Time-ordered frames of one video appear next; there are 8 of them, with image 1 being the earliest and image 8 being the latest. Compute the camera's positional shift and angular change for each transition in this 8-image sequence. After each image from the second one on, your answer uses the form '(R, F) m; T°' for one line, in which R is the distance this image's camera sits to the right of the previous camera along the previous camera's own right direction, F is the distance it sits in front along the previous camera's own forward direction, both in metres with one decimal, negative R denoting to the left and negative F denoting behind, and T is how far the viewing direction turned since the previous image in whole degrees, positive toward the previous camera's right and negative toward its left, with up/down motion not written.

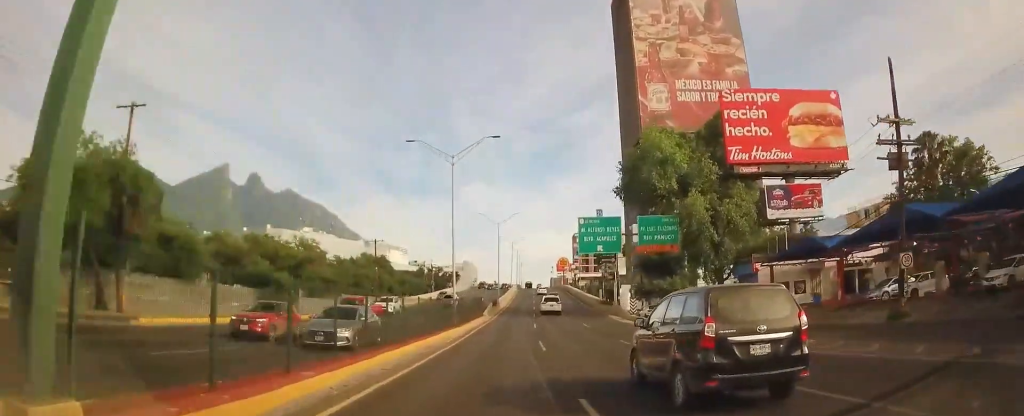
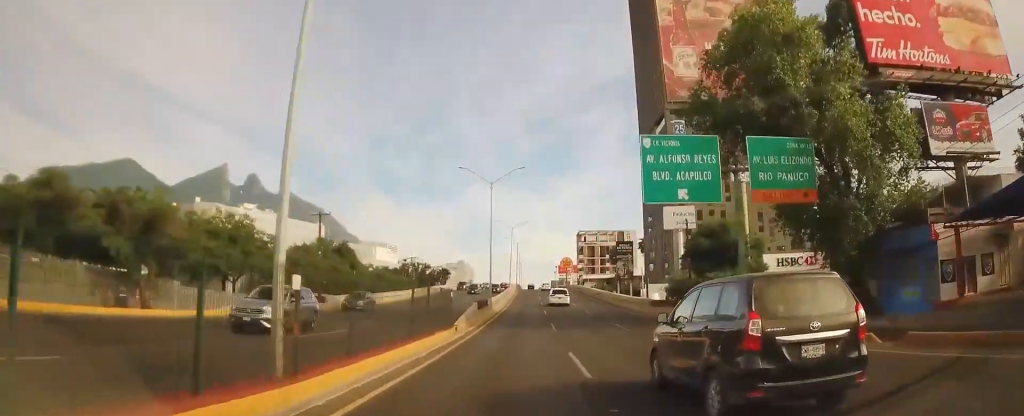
(+0.5, +23.8) m; +3°
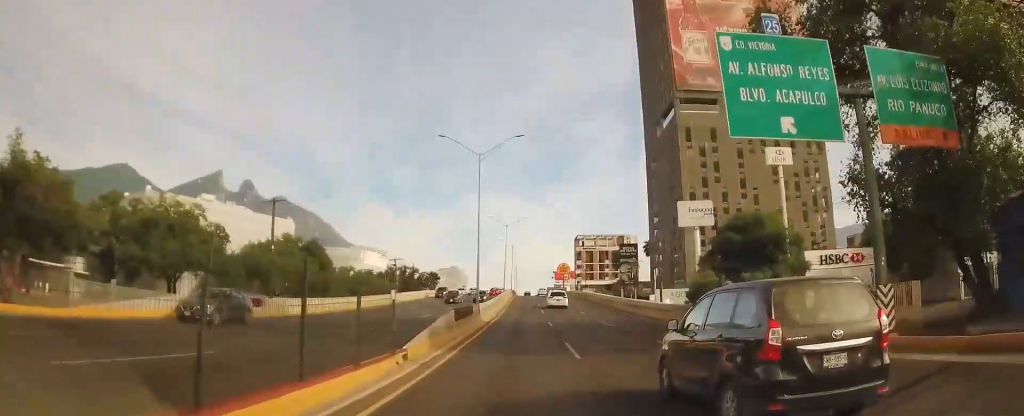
(+0.2, +10.7) m; +1°
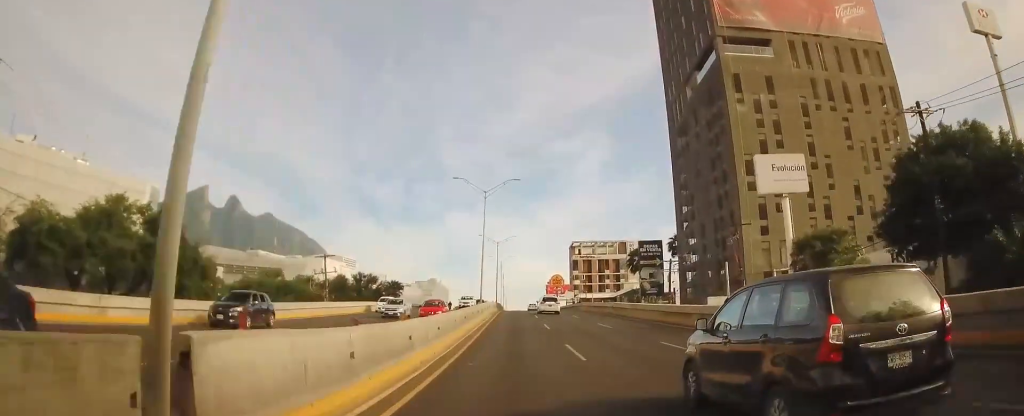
(+0.6, +30.9) m; +1°
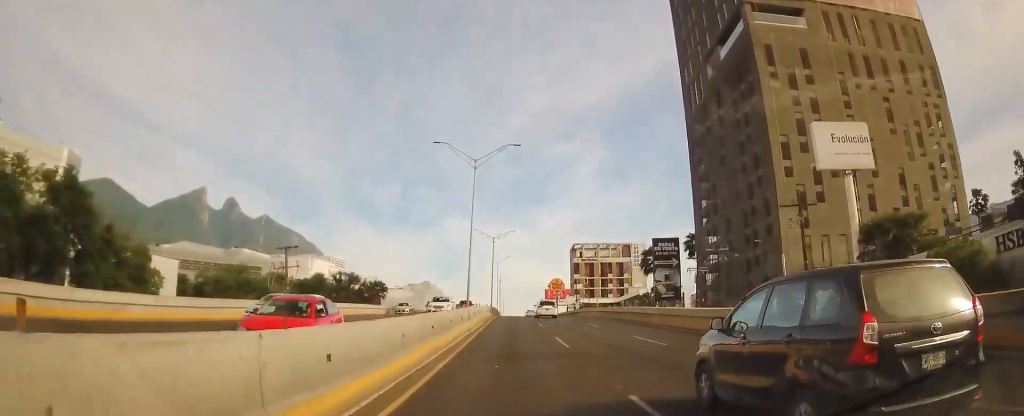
(0.0, +11.3) m; +1°
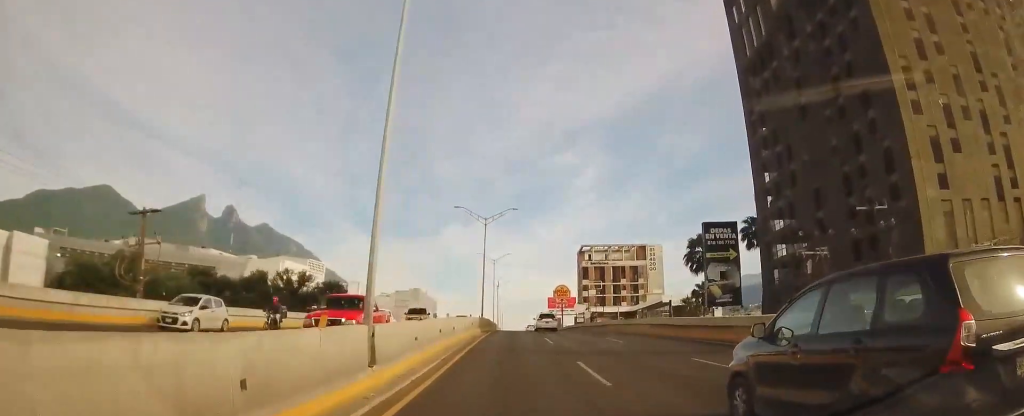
(+0.6, +23.4) m; +2°
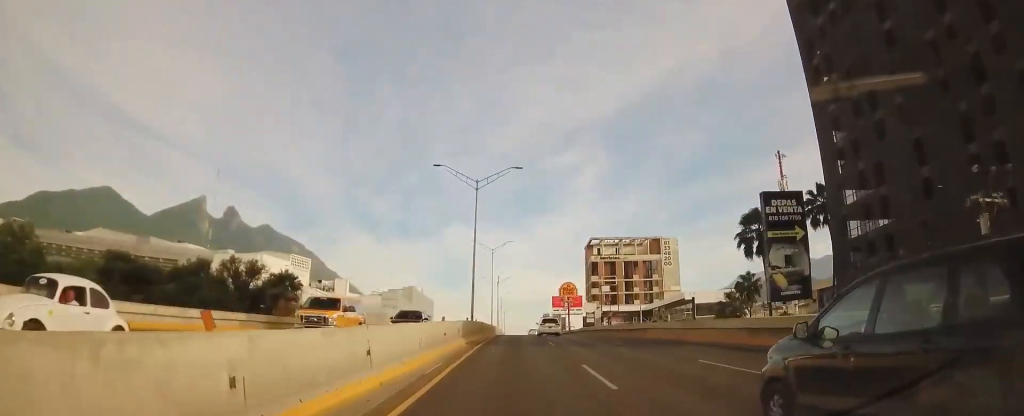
(+0.3, +15.2) m; 0°
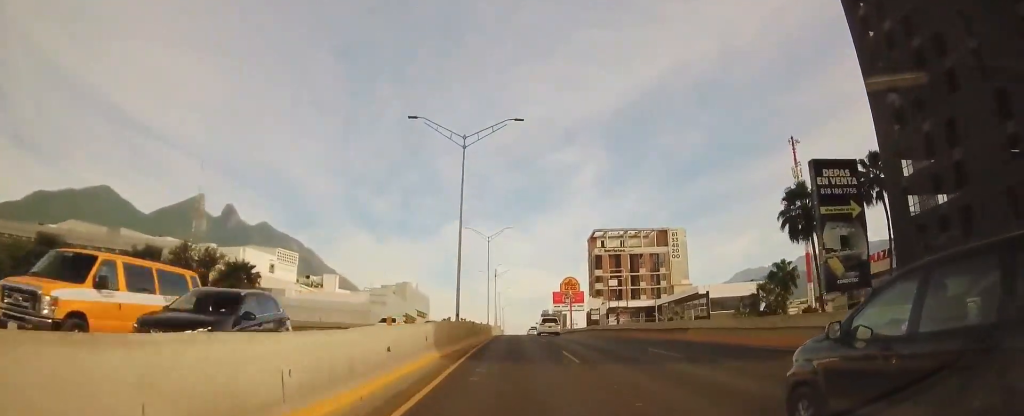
(-0.2, +8.9) m; -1°
